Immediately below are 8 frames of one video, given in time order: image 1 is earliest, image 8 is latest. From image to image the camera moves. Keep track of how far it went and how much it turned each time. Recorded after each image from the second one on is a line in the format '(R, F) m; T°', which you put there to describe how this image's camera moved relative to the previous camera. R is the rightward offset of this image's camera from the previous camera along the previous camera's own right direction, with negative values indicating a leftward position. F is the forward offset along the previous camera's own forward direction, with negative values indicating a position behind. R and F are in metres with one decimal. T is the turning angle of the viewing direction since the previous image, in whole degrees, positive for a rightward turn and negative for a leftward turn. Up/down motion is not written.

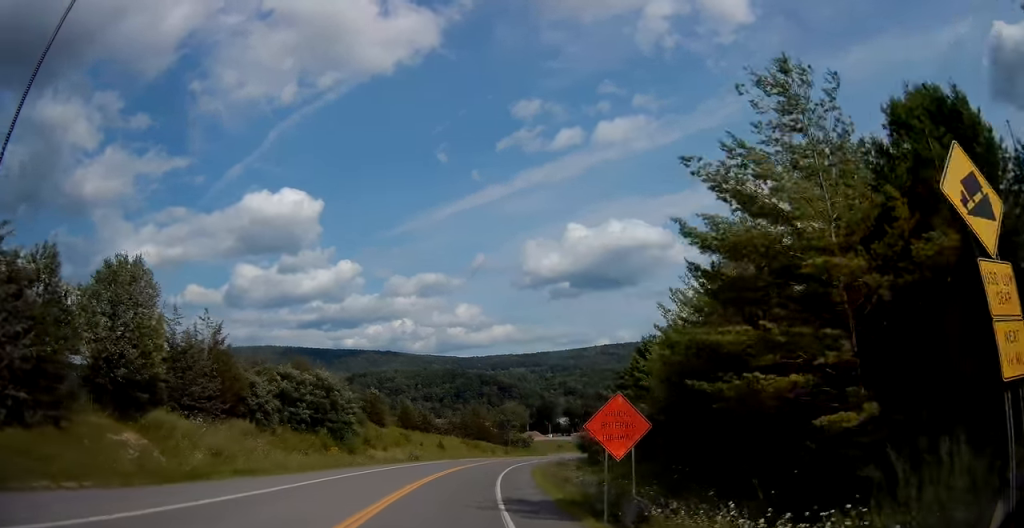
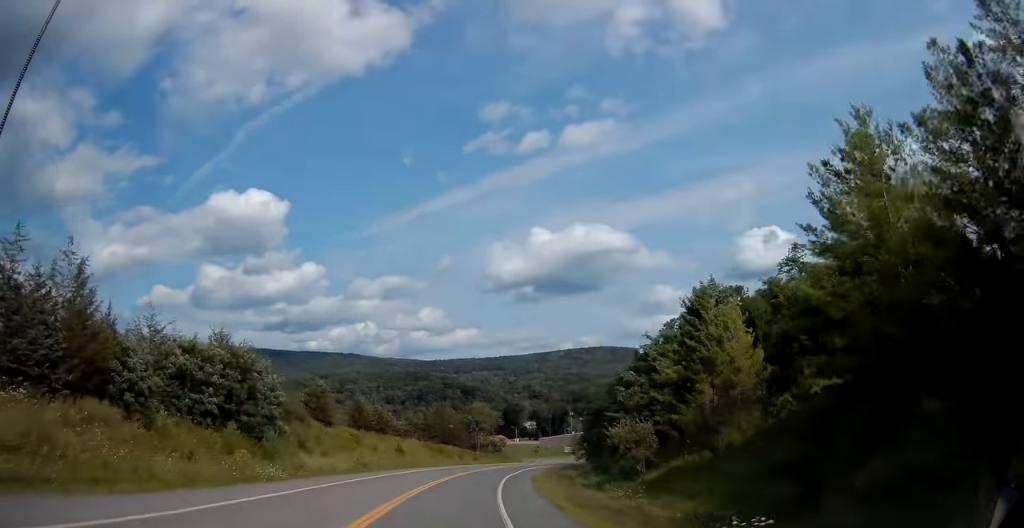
(+0.8, +17.4) m; +4°
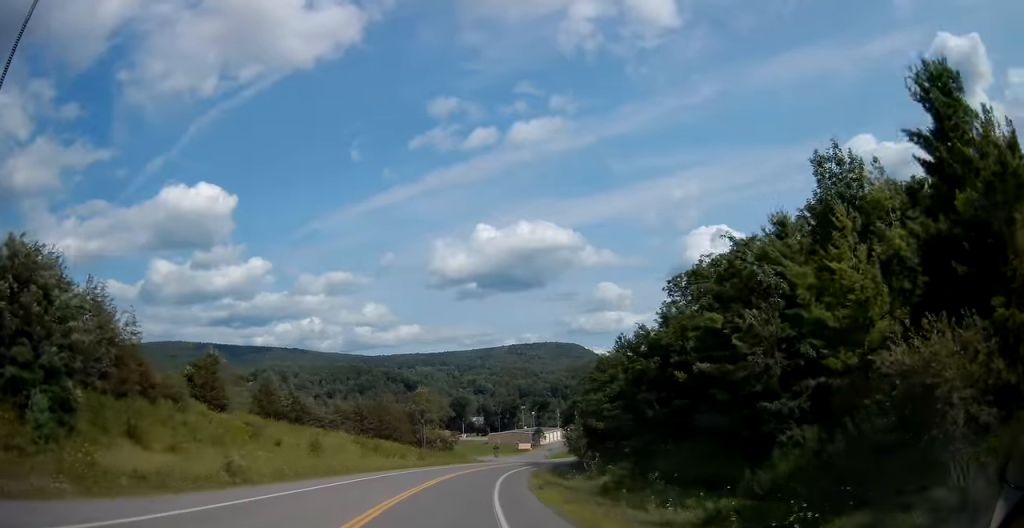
(+1.0, +23.4) m; +5°
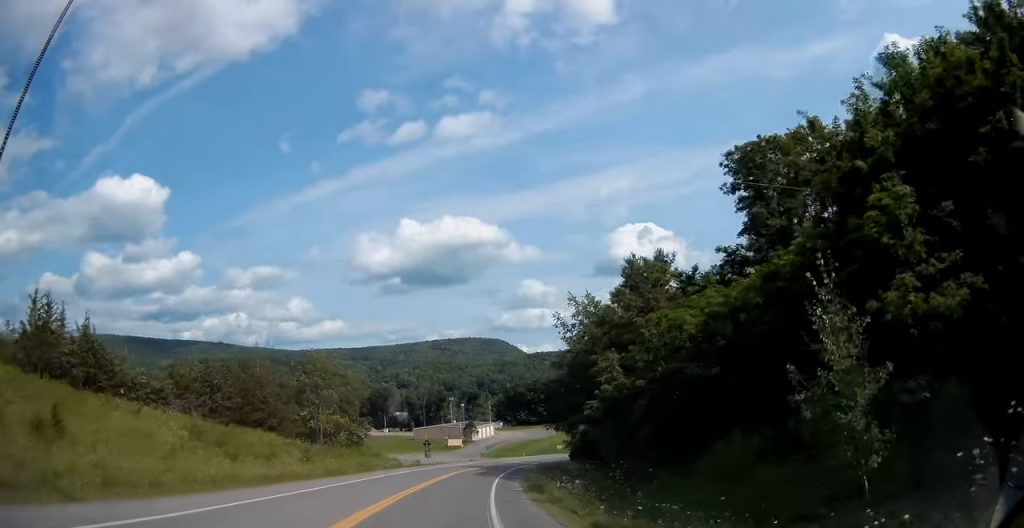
(+2.3, +32.3) m; +9°
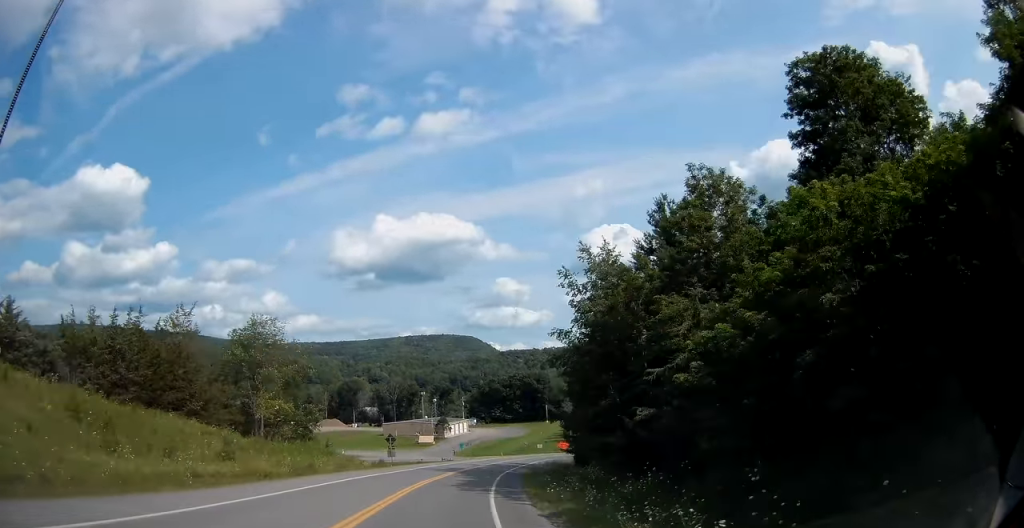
(+0.4, +12.8) m; +3°
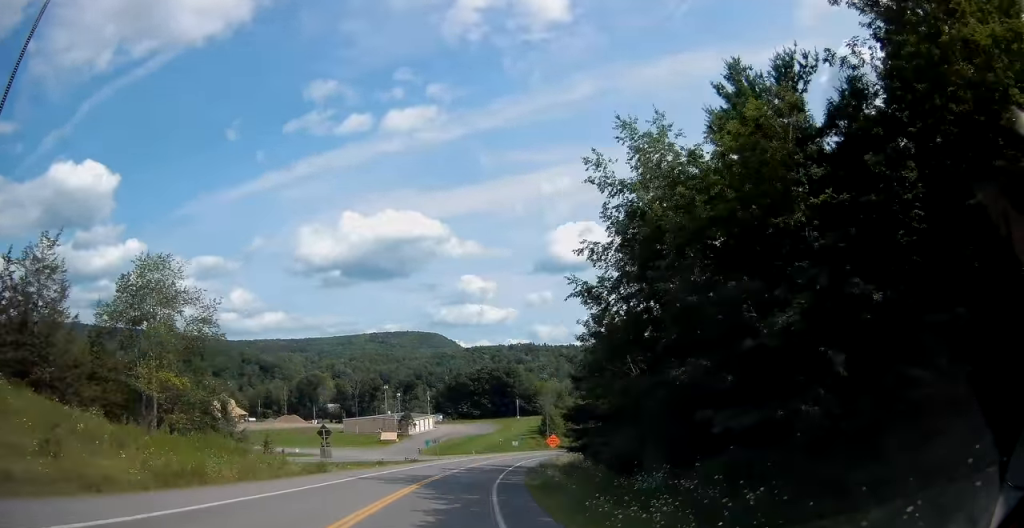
(+0.4, +15.6) m; +3°
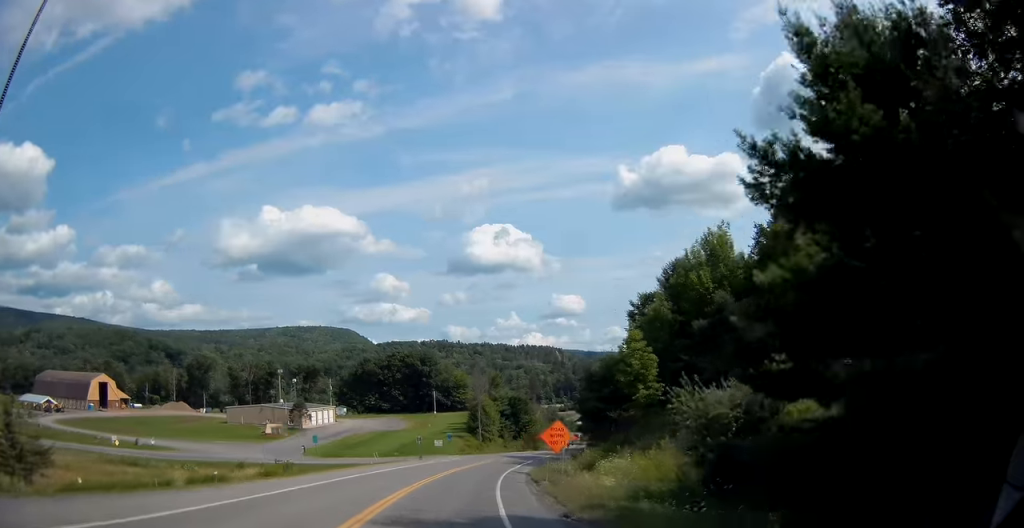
(+2.1, +38.4) m; +8°
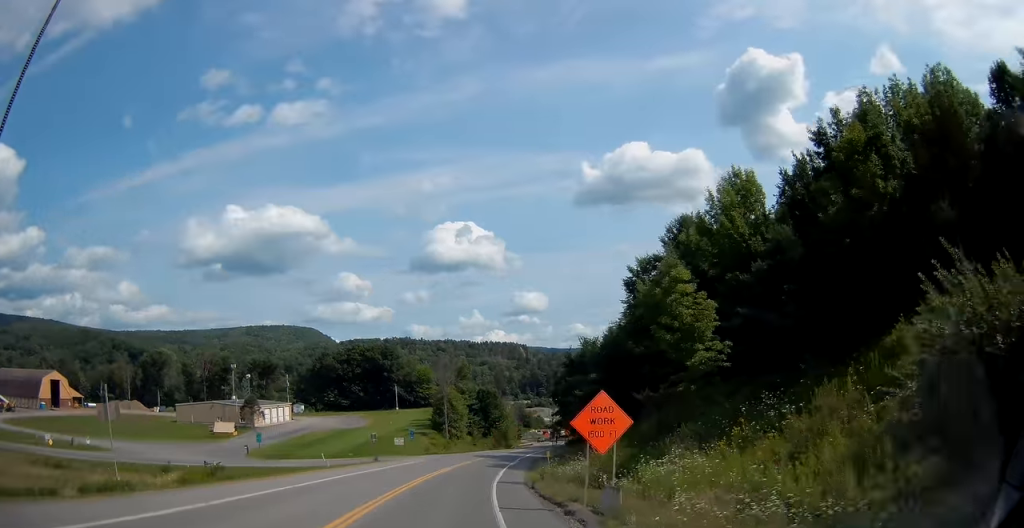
(+0.5, +12.8) m; +4°
